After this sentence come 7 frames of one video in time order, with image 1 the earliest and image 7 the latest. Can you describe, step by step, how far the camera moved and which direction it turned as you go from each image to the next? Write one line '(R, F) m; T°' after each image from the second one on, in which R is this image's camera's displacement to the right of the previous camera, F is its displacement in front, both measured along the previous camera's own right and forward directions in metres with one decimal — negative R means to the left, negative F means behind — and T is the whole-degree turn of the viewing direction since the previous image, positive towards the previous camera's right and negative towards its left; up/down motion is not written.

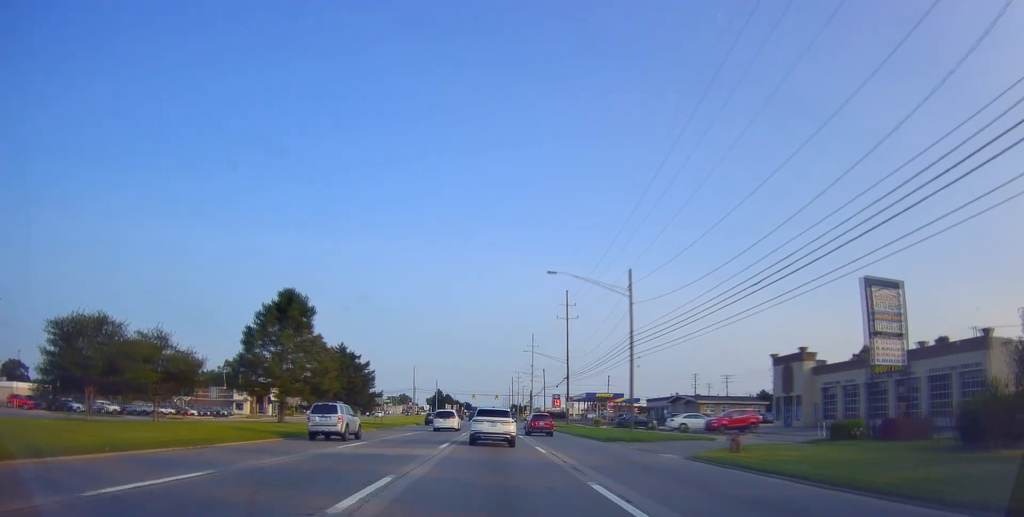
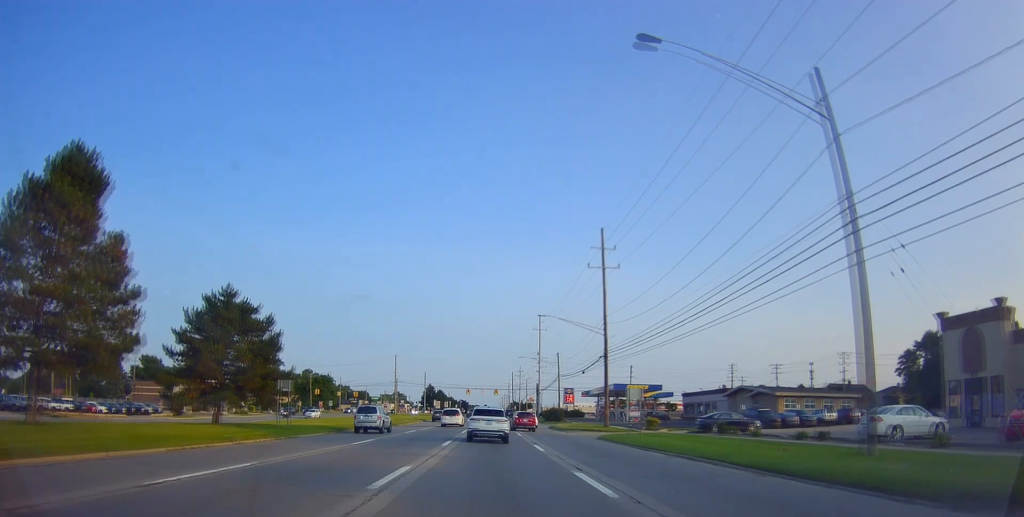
(+0.8, +29.5) m; 0°
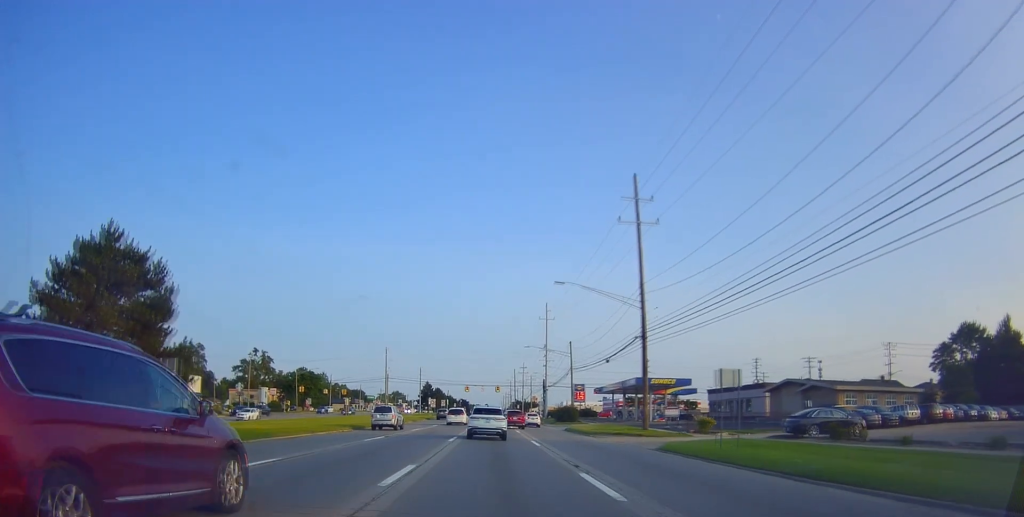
(-0.2, +13.0) m; 0°
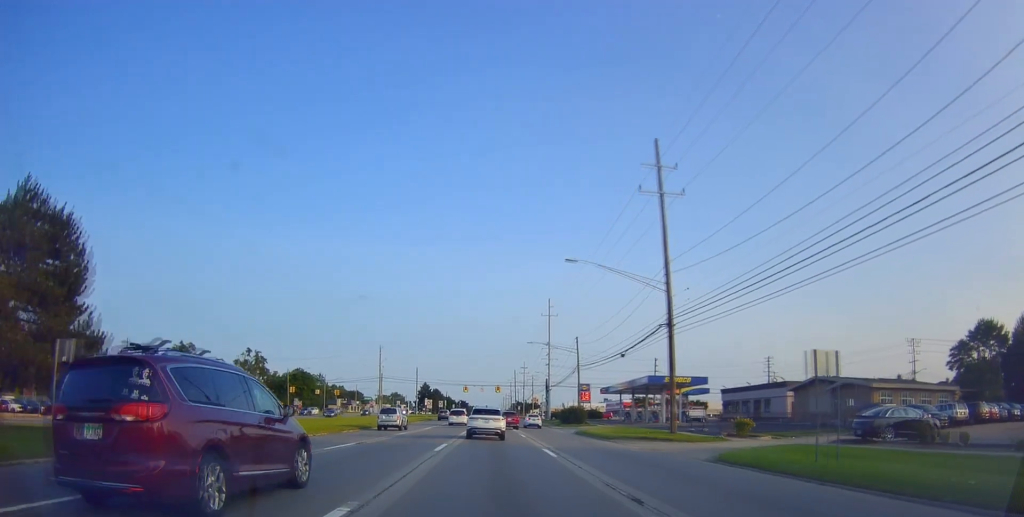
(+0.1, +6.0) m; +1°
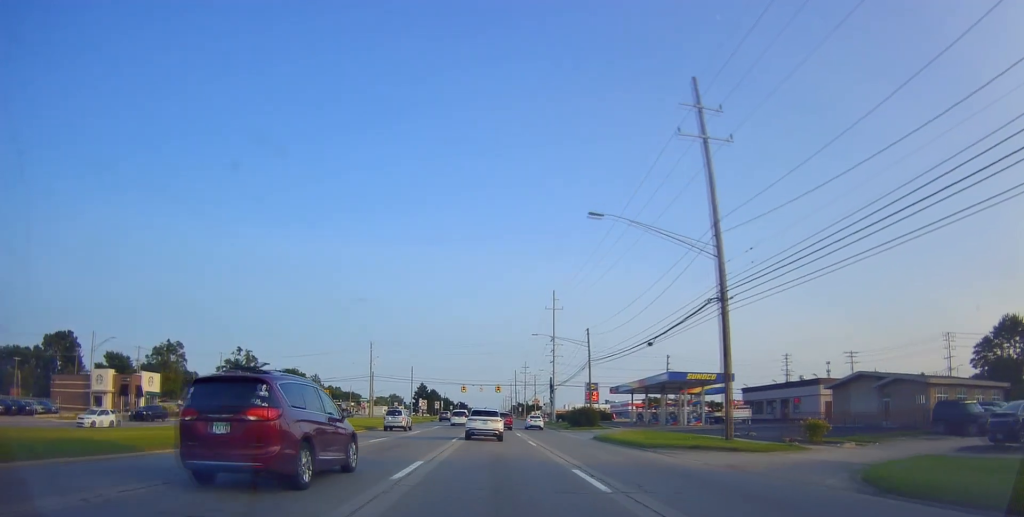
(+0.1, +7.9) m; 0°
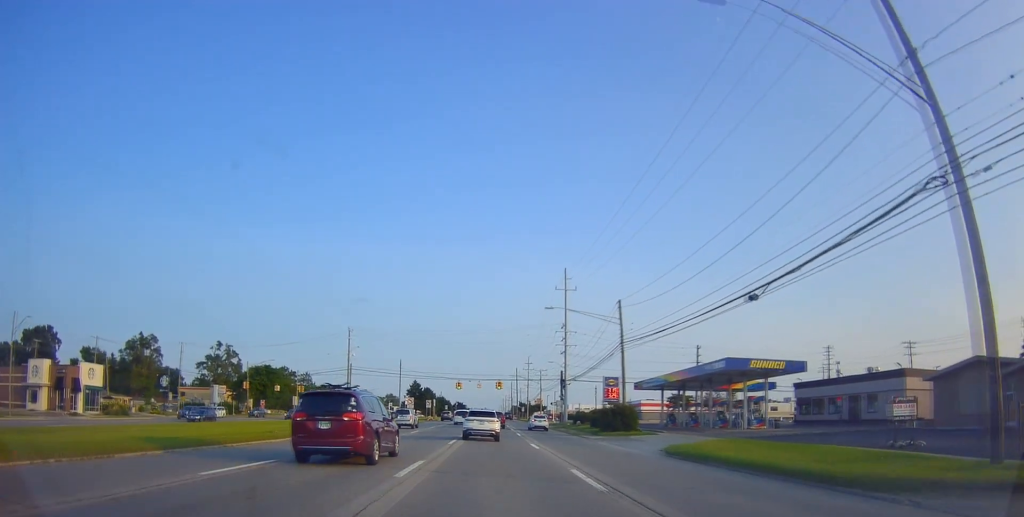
(-0.3, +15.0) m; -2°
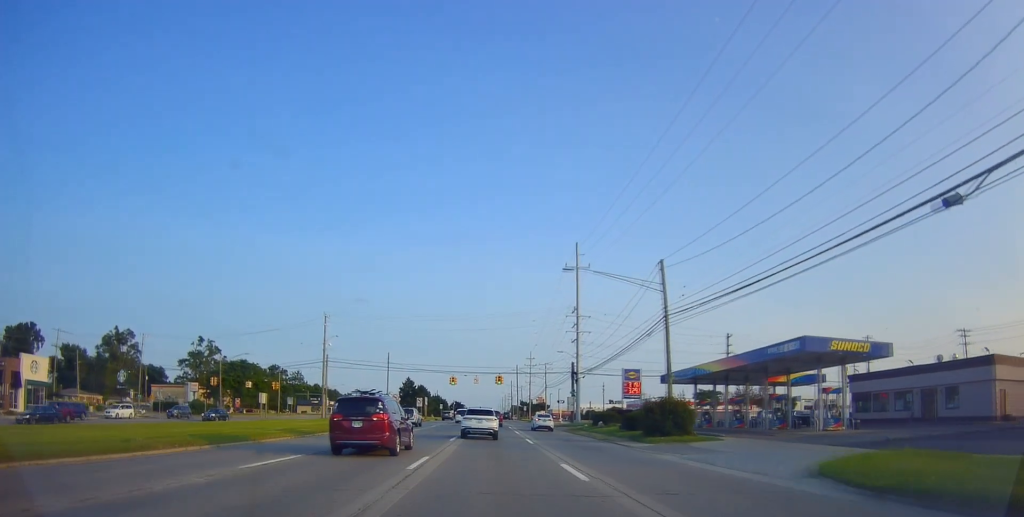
(-0.4, +11.7) m; +1°
